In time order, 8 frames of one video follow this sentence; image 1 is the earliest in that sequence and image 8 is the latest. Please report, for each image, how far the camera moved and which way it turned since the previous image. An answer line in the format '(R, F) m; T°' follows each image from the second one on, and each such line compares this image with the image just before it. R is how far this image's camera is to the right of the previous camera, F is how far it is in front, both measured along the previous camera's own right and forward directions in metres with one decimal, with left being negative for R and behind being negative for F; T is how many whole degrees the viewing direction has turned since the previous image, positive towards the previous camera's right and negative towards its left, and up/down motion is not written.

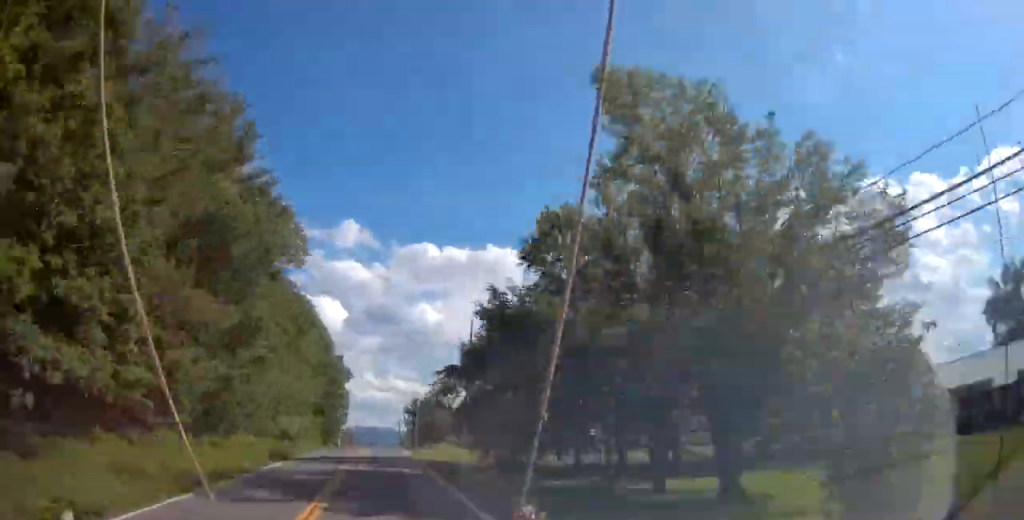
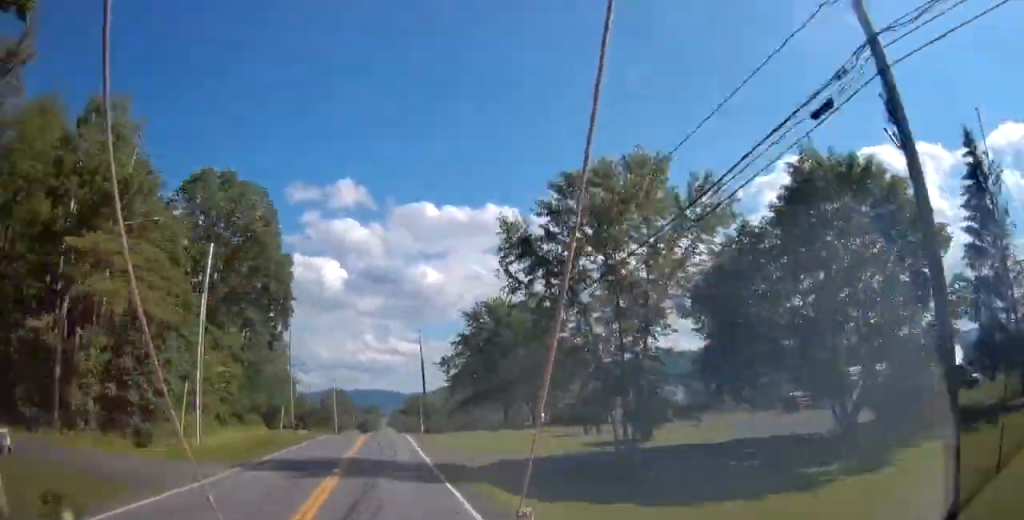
(+0.2, +98.1) m; 0°
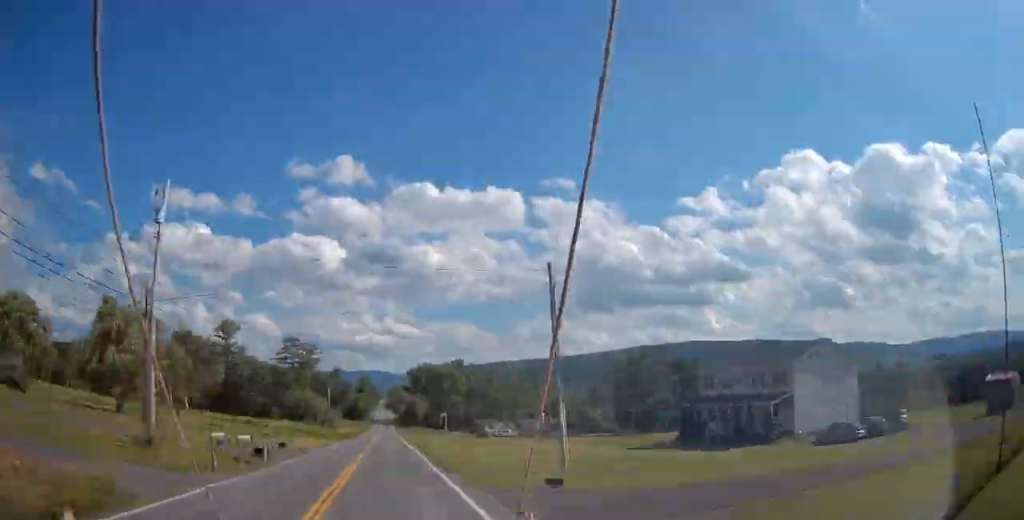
(+0.5, +96.5) m; 0°
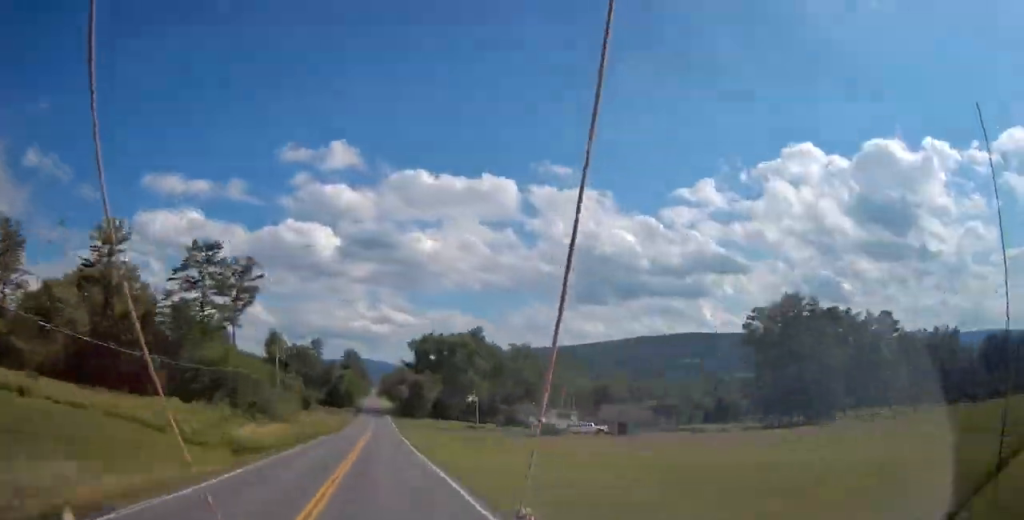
(+0.2, +57.8) m; 0°
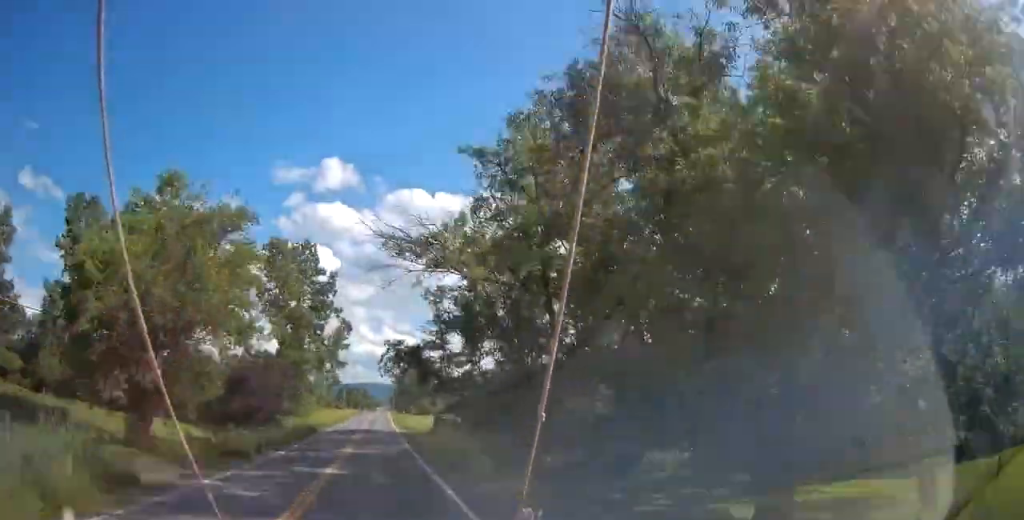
(-0.6, +122.7) m; -1°
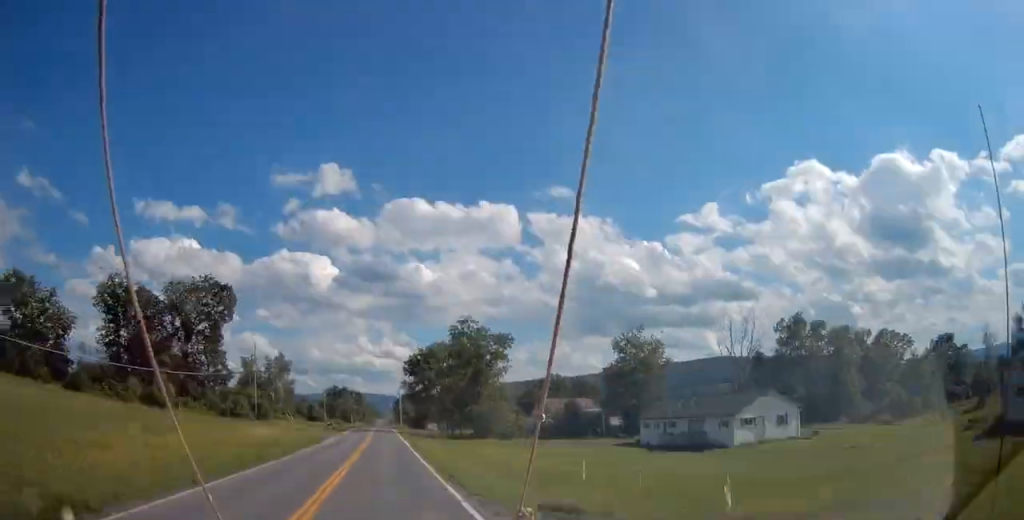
(-1.3, +84.1) m; -1°
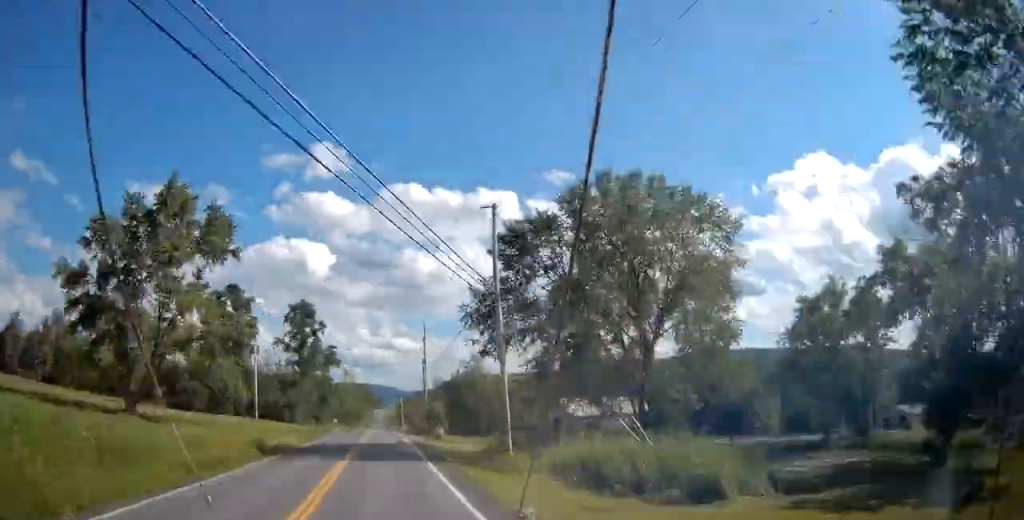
(+6.0, +204.3) m; +3°
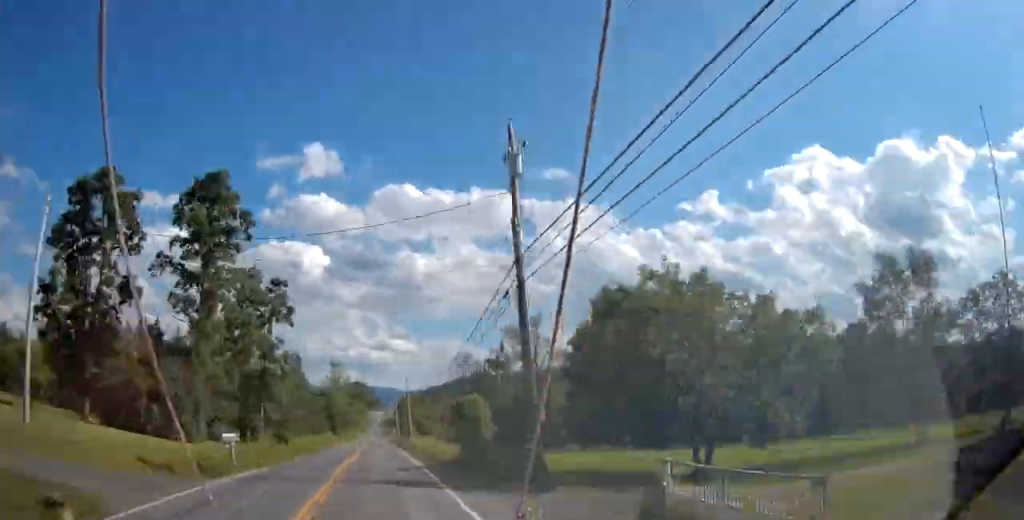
(+0.8, +50.5) m; 0°
